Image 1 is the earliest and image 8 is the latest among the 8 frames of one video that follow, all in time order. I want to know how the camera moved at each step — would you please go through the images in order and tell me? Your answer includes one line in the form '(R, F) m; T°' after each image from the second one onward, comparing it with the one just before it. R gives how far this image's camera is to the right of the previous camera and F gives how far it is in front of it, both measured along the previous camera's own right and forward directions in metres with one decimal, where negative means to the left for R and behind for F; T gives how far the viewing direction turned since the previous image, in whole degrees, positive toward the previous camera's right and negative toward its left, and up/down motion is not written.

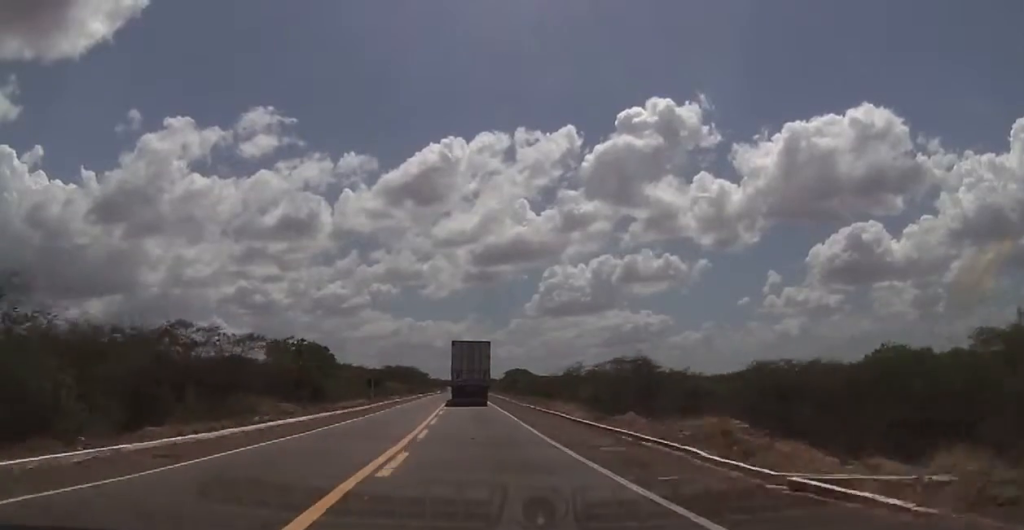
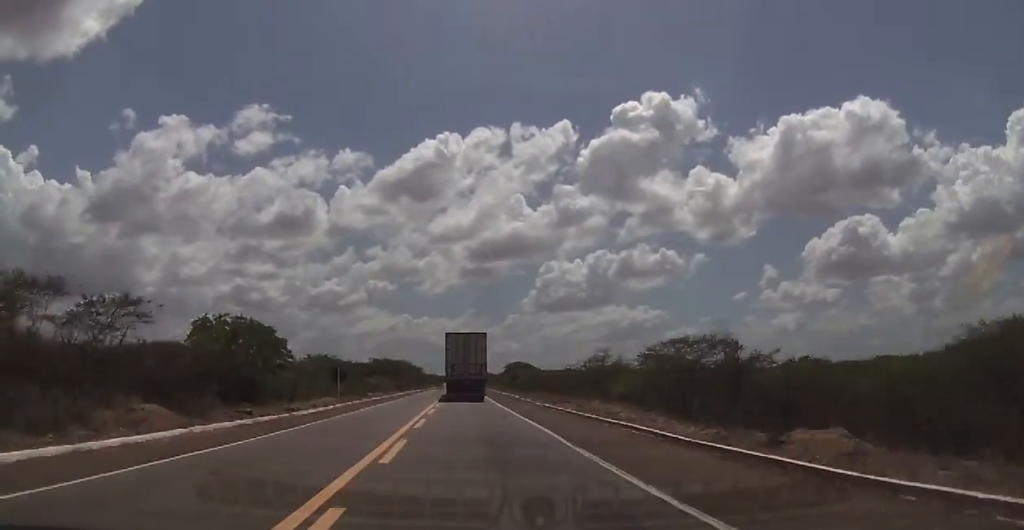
(+0.1, +15.1) m; 0°
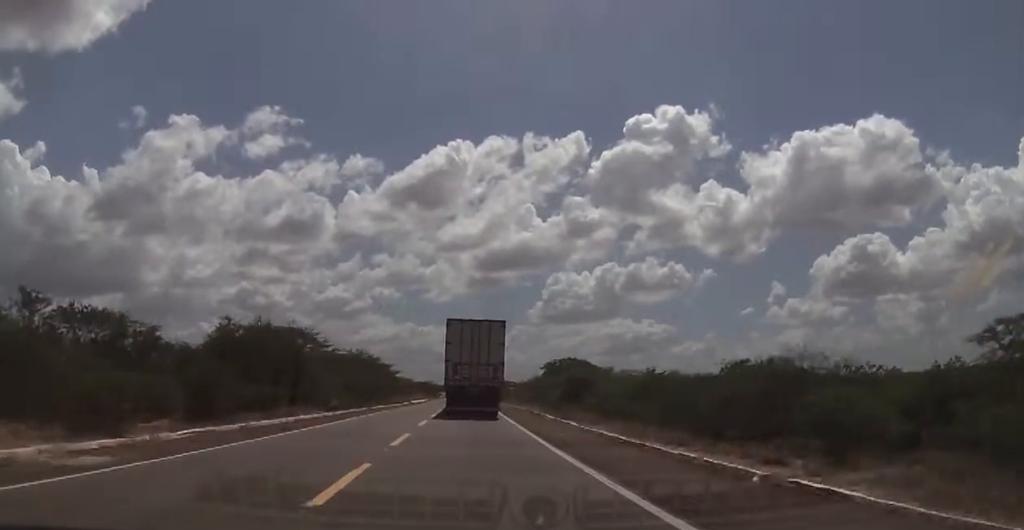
(-0.8, +77.4) m; -1°
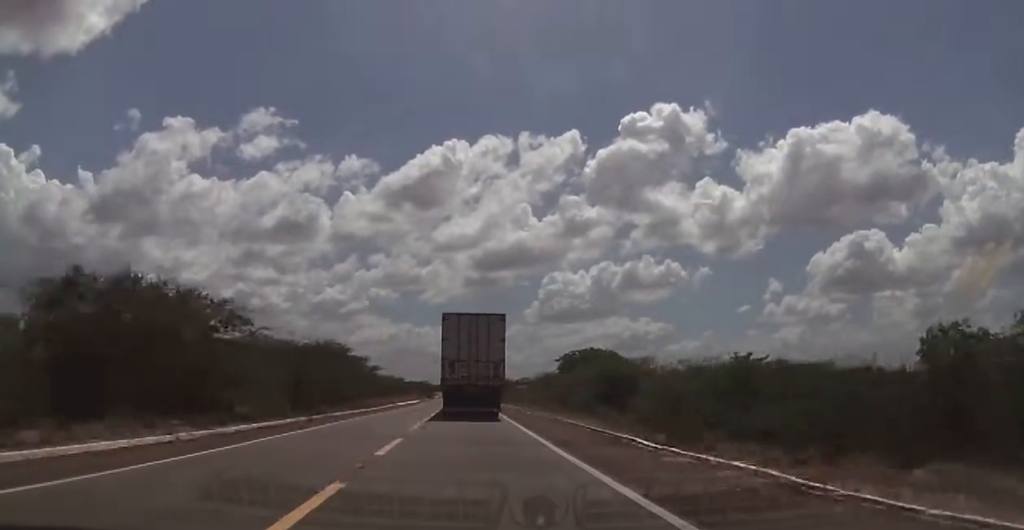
(+0.2, +18.7) m; 0°
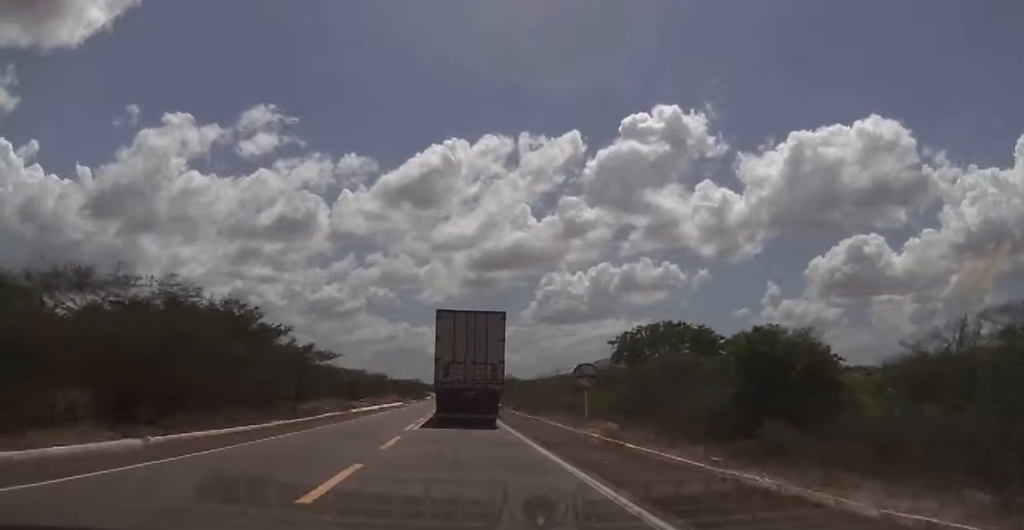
(0.0, +30.1) m; +1°
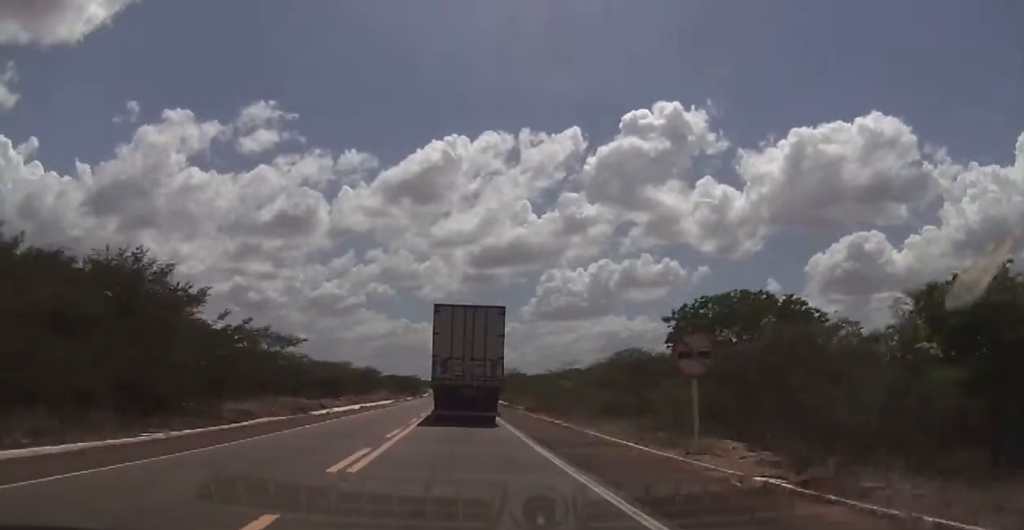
(+0.1, +13.3) m; 0°
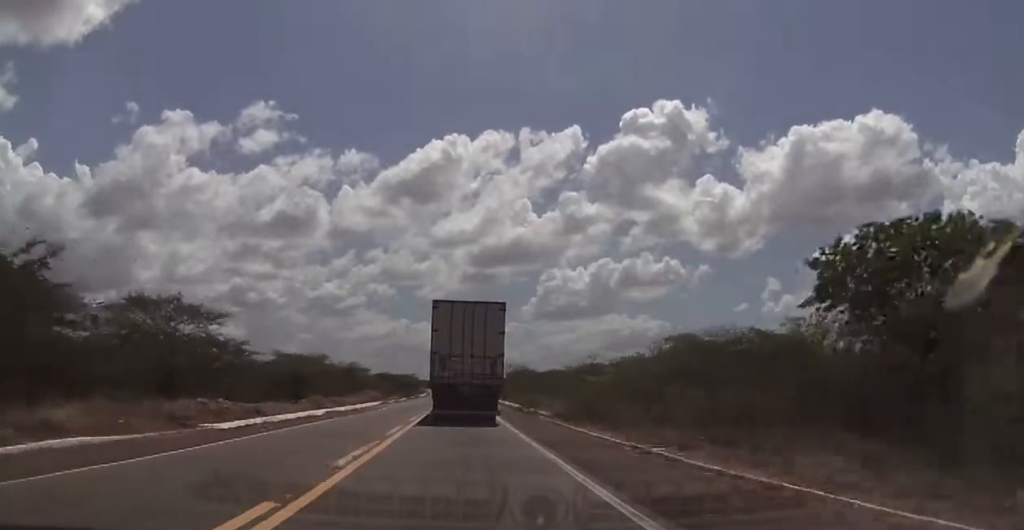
(+0.3, +15.6) m; 0°
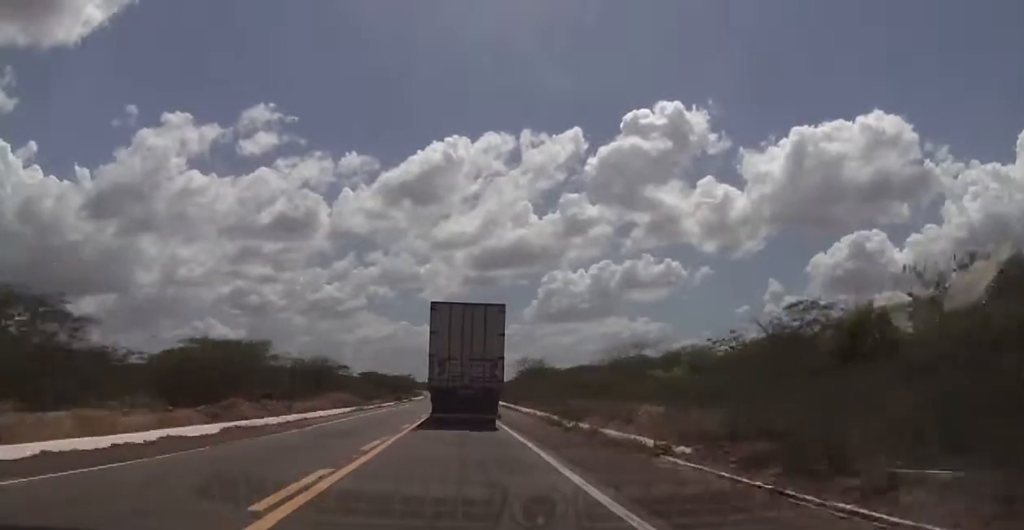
(-0.1, +20.7) m; -1°
